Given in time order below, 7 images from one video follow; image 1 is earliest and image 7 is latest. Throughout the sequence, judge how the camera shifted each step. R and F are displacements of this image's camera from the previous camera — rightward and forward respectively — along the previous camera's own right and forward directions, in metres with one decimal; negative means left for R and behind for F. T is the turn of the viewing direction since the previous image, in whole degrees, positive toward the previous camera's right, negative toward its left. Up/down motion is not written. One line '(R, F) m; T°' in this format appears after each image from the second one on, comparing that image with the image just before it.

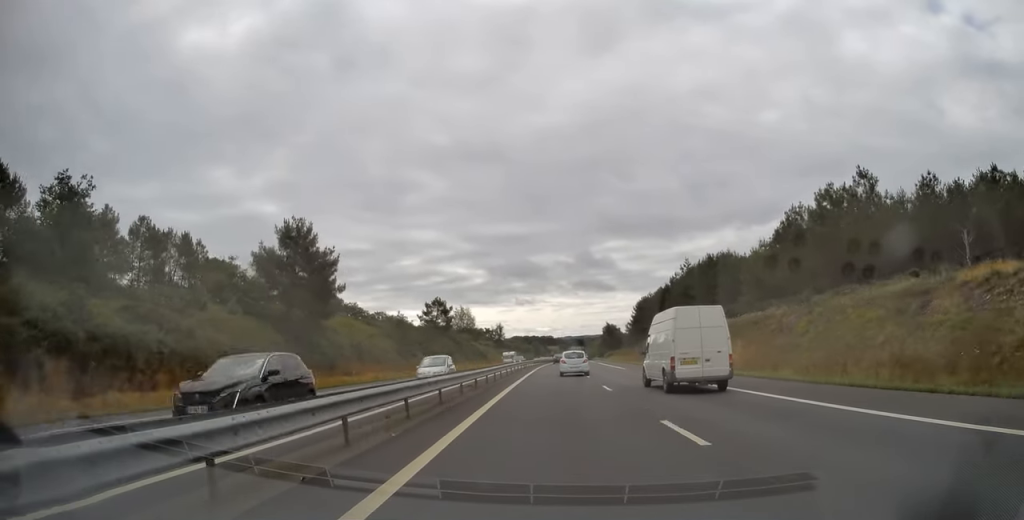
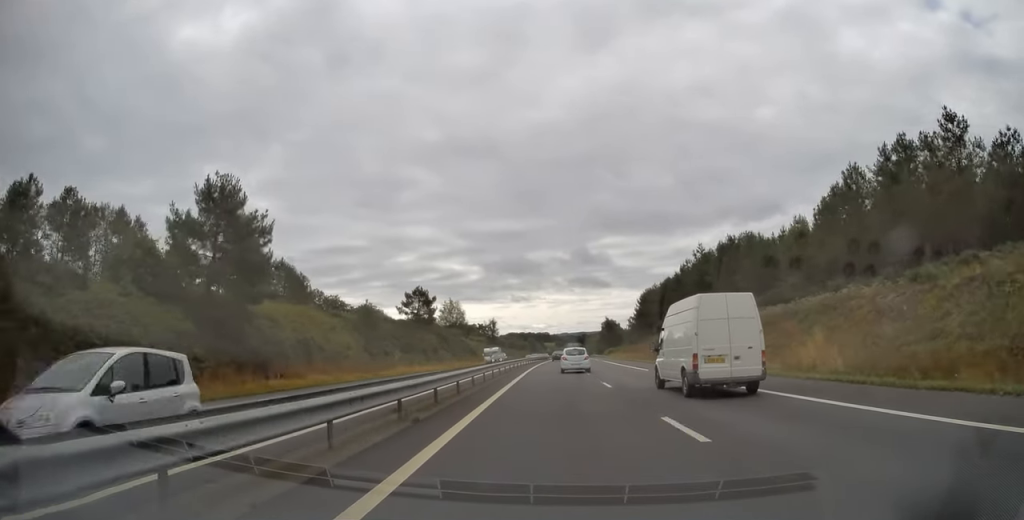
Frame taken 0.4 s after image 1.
(0.0, +12.7) m; 0°
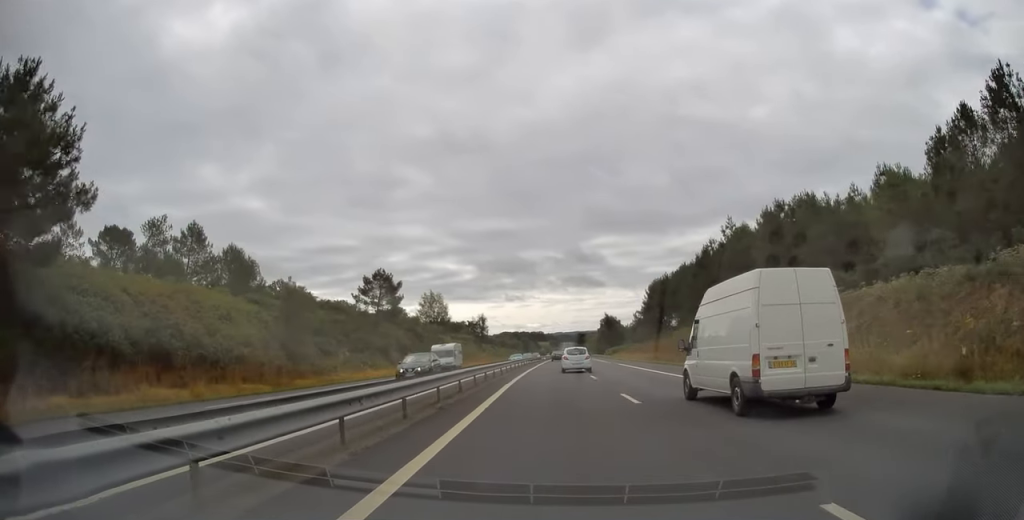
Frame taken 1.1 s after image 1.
(0.0, +19.4) m; +1°
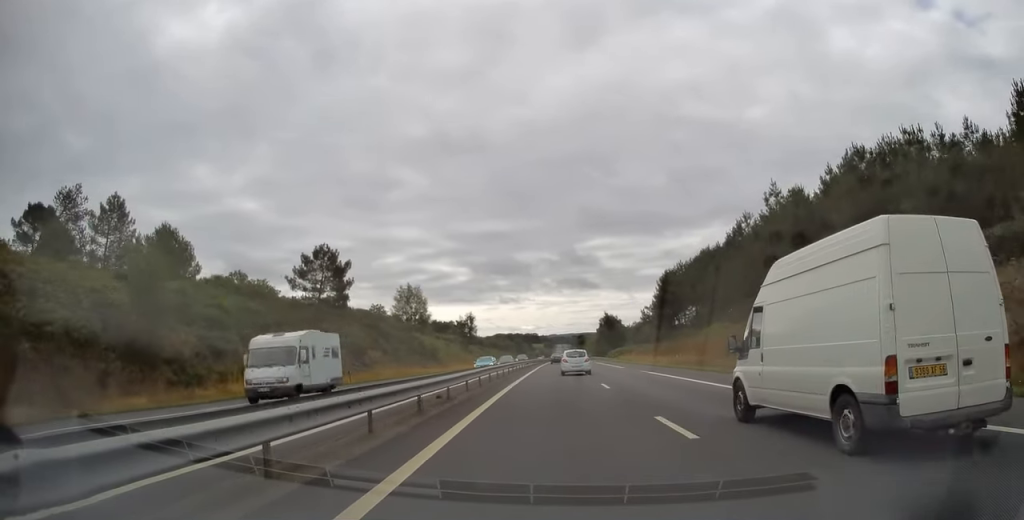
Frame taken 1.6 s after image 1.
(+0.2, +18.4) m; +1°
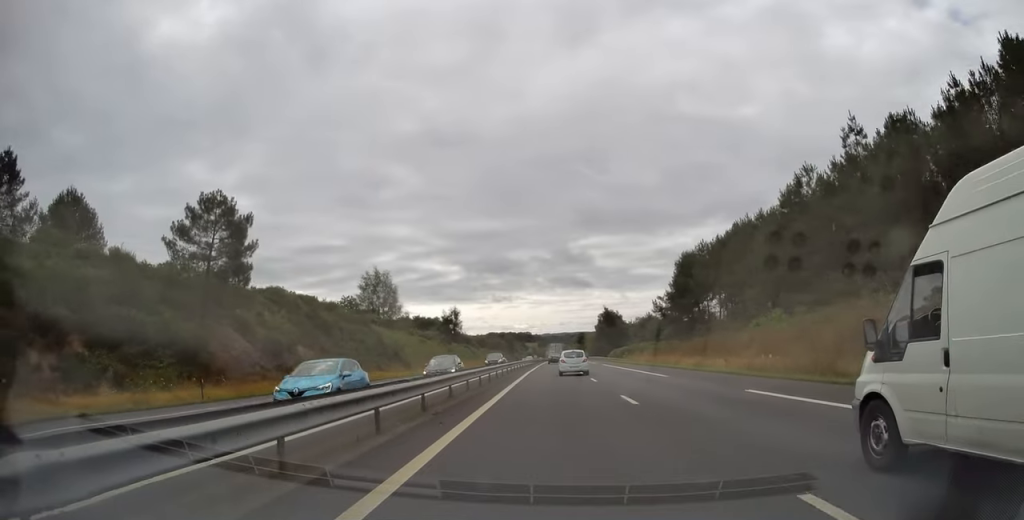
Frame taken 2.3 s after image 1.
(+0.1, +19.5) m; +1°
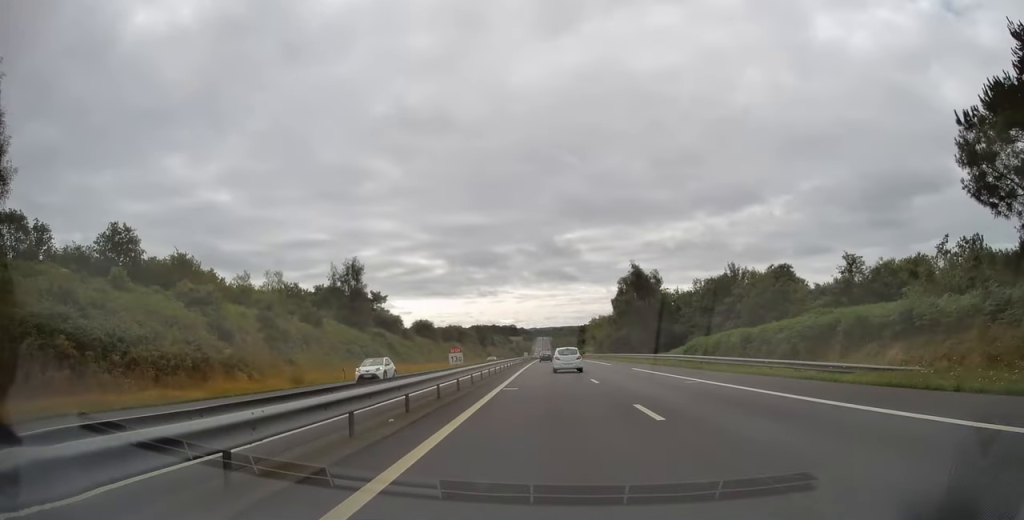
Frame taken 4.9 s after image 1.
(+1.4, +81.0) m; +2°
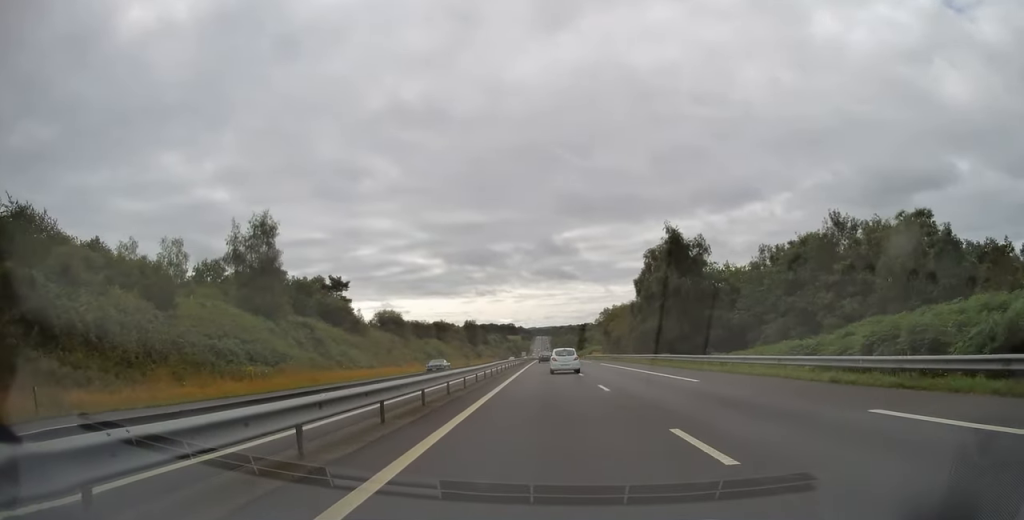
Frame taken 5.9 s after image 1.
(+0.3, +30.0) m; 0°
